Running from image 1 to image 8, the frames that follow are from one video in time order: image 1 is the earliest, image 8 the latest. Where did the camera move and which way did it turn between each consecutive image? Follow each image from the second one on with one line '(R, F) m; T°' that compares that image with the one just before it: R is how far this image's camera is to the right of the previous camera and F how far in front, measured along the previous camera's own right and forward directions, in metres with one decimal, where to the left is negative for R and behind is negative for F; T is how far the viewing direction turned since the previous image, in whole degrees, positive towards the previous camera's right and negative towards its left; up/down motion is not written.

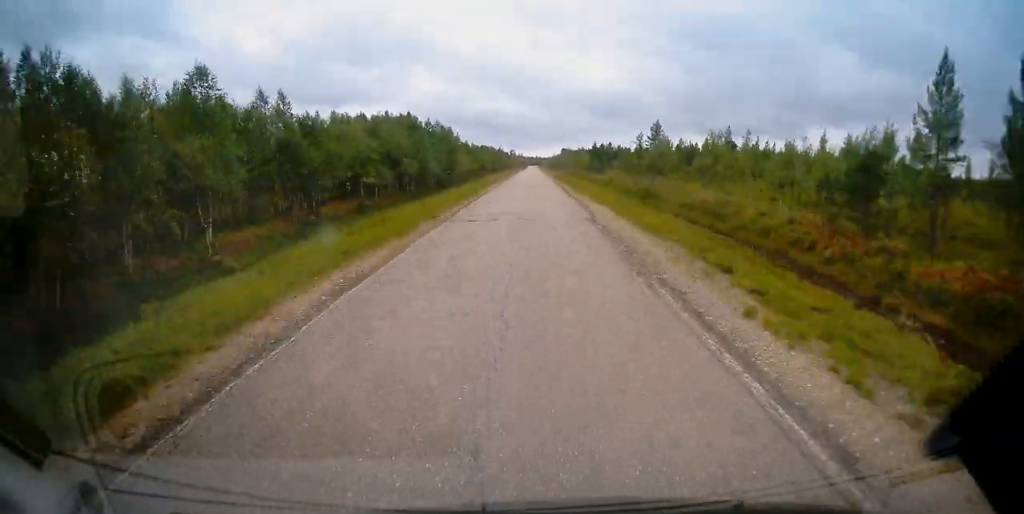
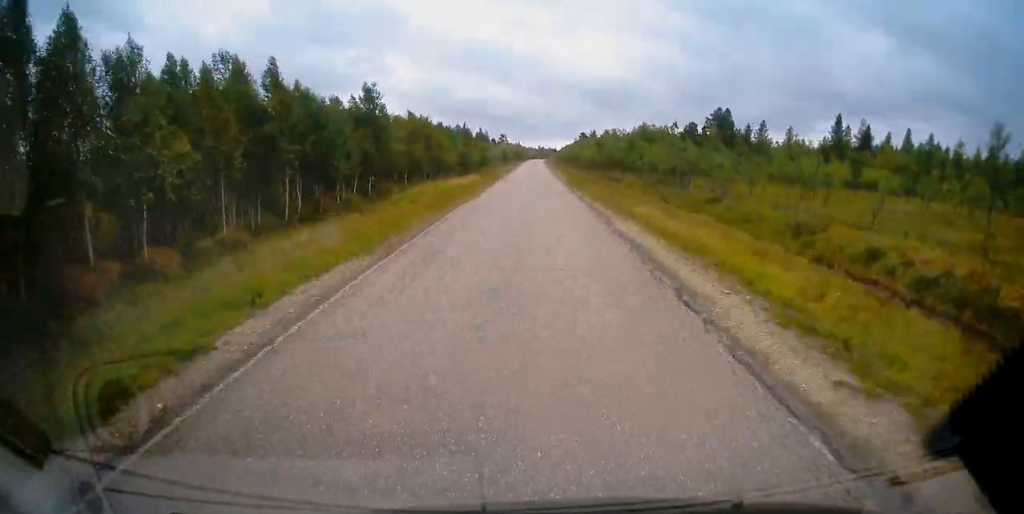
(-0.5, +164.8) m; 0°
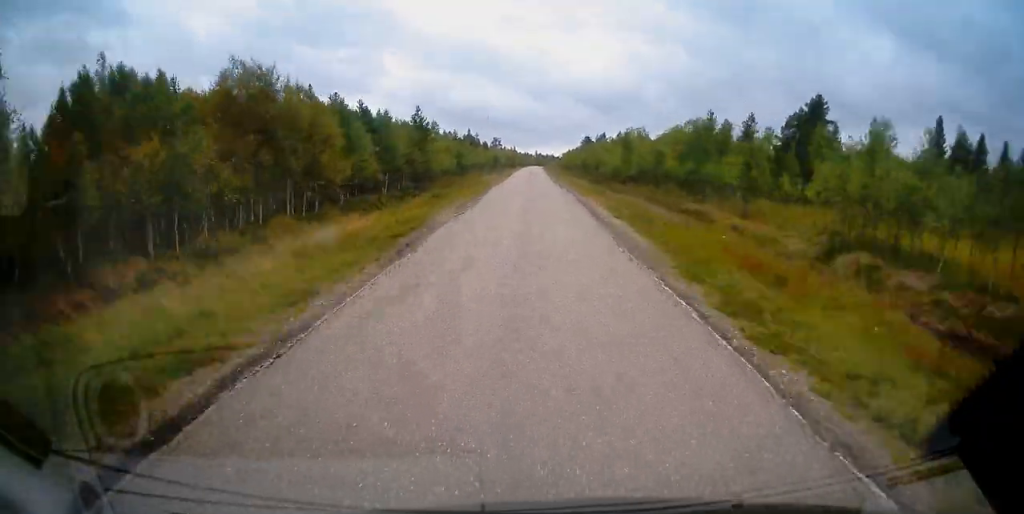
(0.0, +37.6) m; 0°
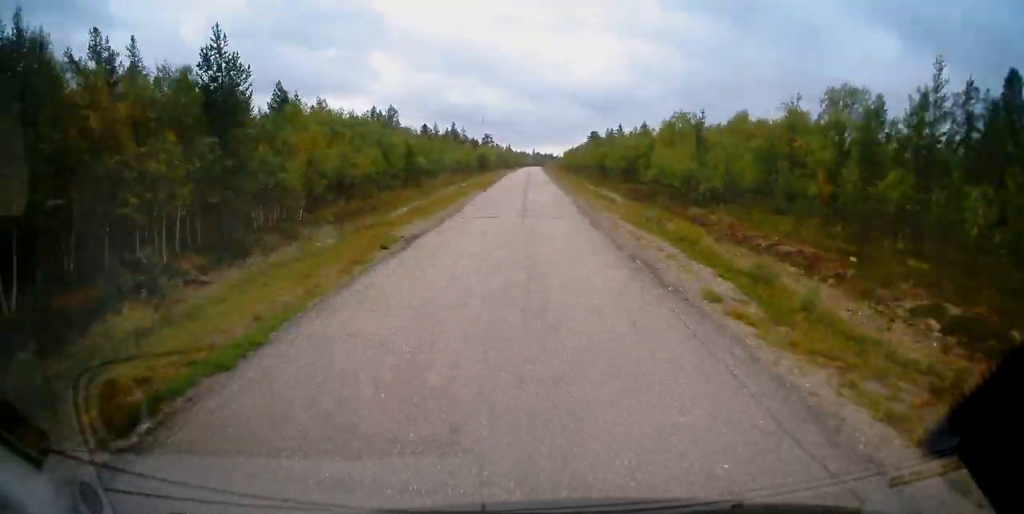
(+0.1, +37.5) m; 0°
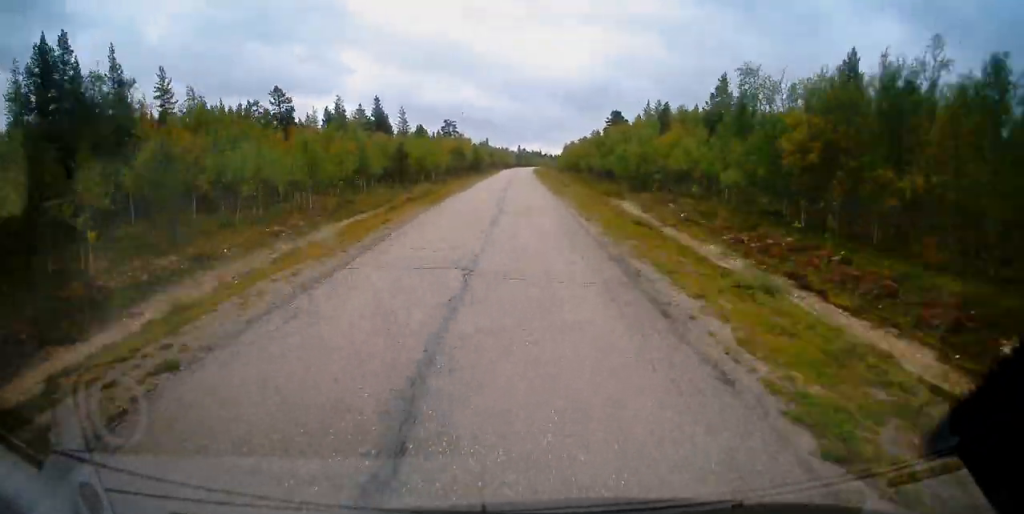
(+0.6, +80.5) m; +1°
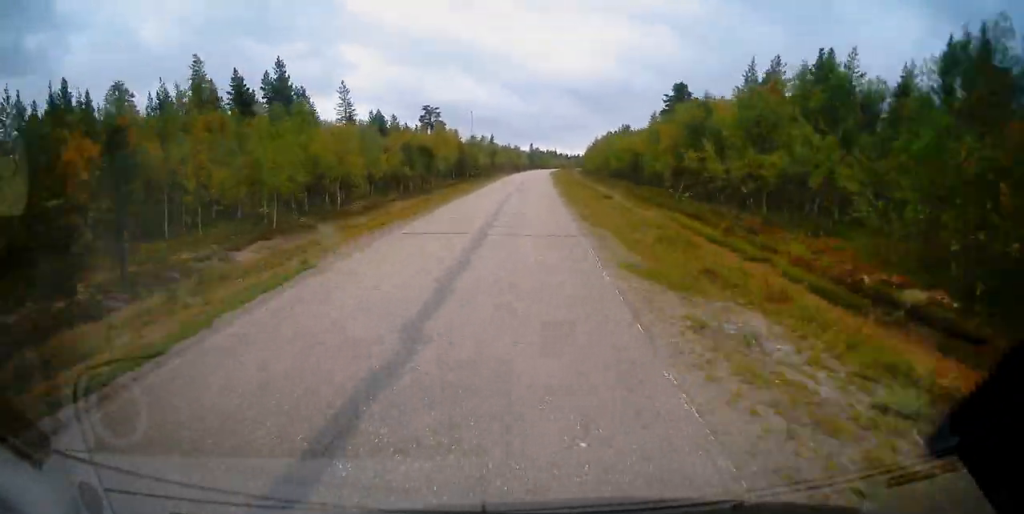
(+0.3, +46.7) m; +1°
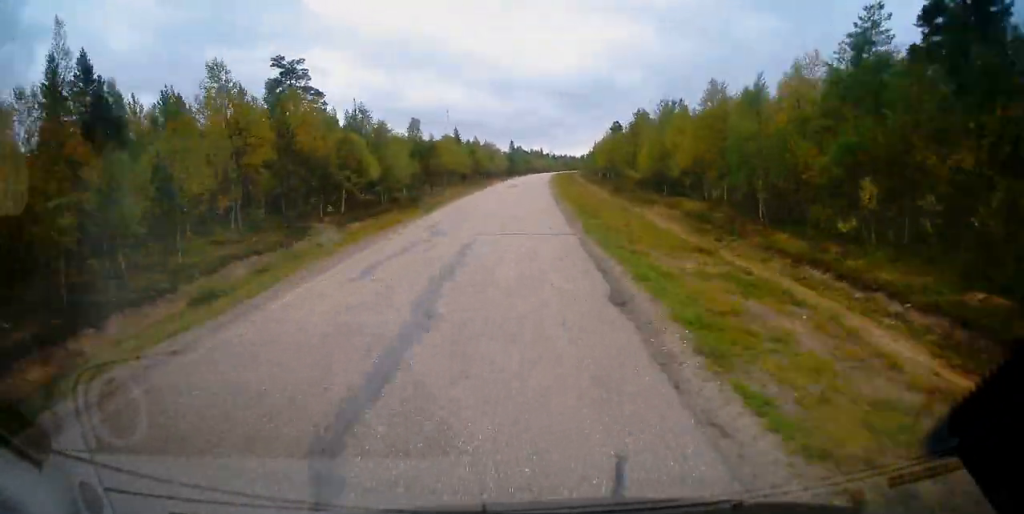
(+0.2, +60.2) m; +1°
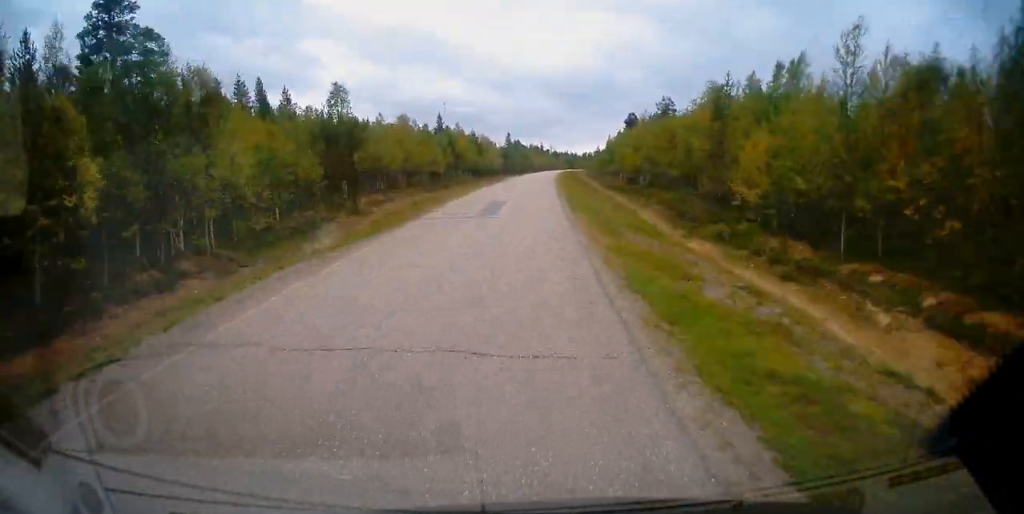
(+0.1, +26.7) m; +1°
